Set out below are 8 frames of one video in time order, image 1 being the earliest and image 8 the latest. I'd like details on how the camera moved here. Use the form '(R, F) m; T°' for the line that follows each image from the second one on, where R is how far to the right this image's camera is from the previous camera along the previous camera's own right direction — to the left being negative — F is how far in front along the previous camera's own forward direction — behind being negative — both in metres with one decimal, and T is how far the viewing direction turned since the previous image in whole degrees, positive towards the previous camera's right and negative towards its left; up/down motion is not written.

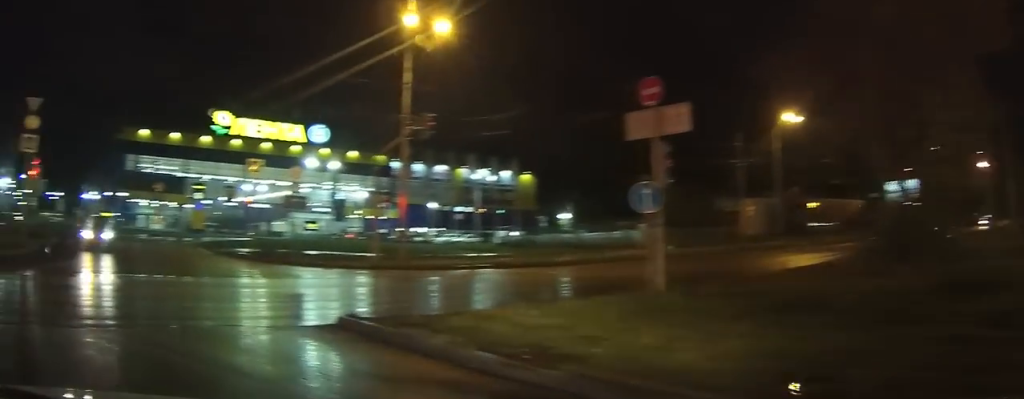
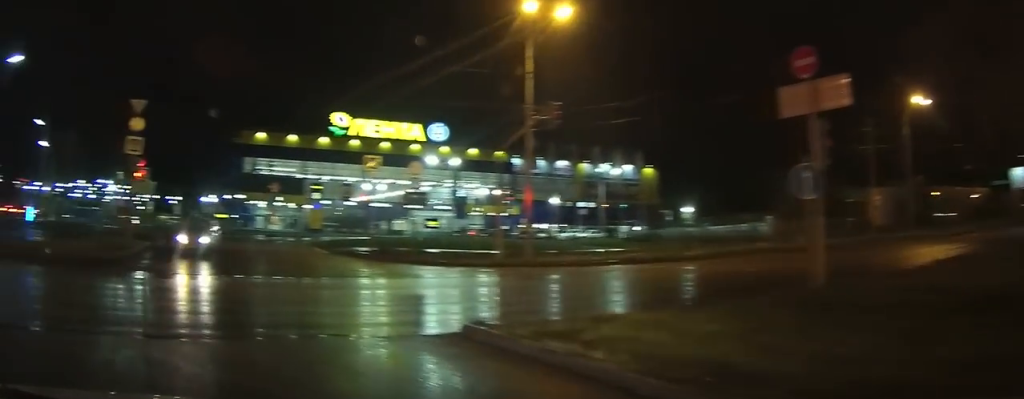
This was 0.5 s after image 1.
(0.0, +1.6) m; -5°
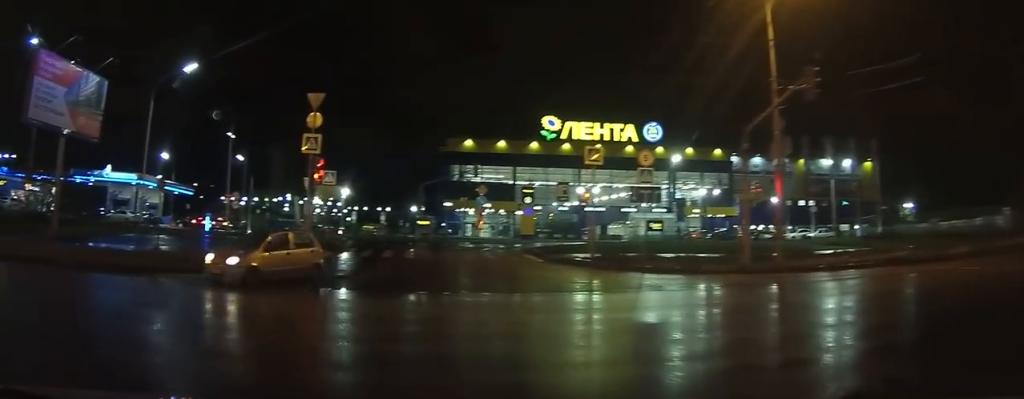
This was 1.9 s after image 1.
(-0.6, +4.8) m; -16°
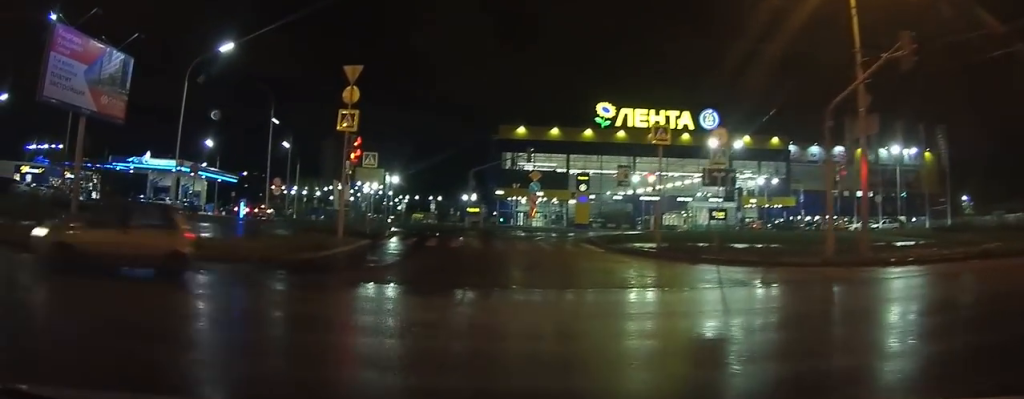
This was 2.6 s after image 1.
(-0.2, +3.0) m; -4°
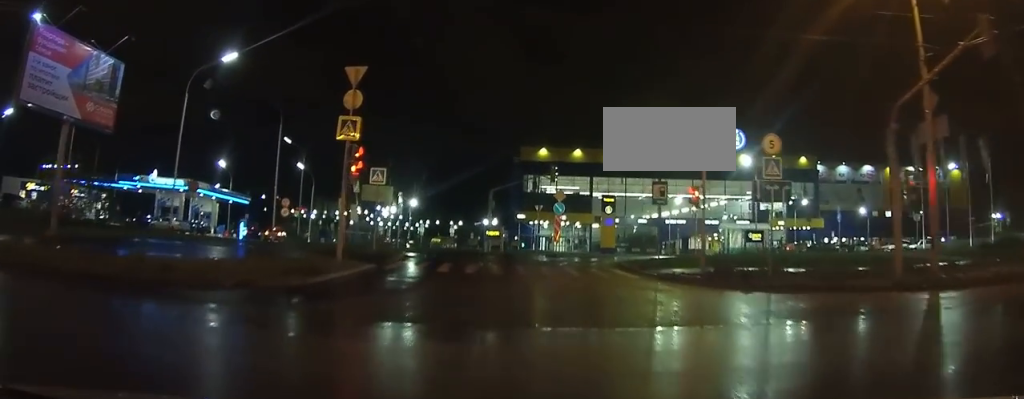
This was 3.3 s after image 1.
(-0.1, +3.1) m; -1°
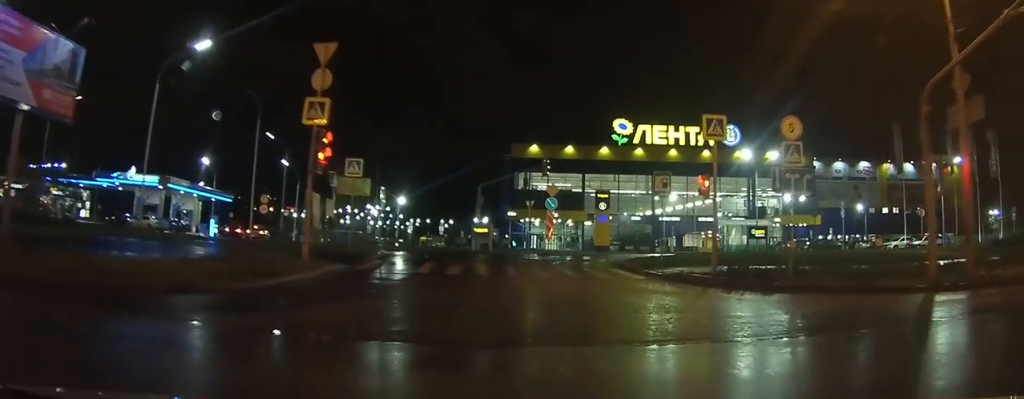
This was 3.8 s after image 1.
(0.0, +2.2) m; 0°
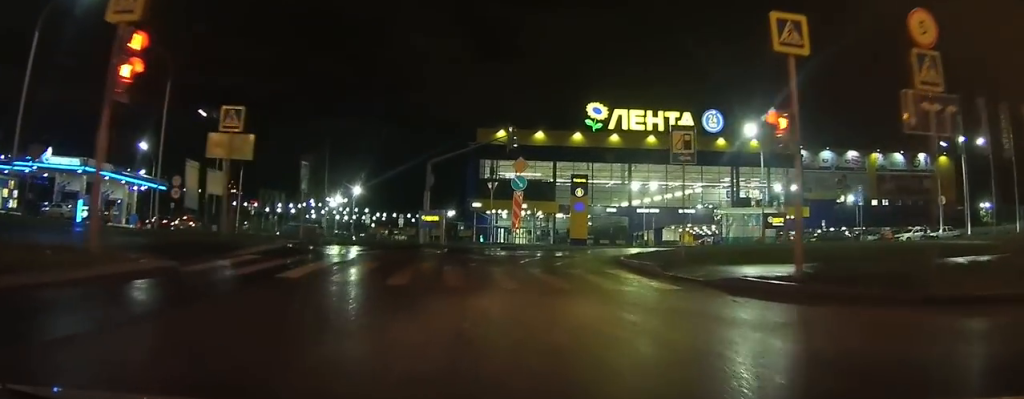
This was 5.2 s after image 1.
(0.0, +7.5) m; 0°
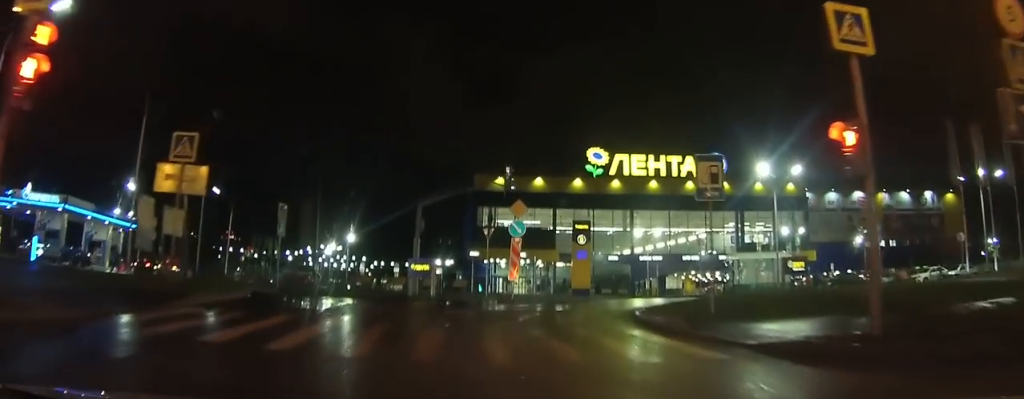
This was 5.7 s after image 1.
(0.0, +2.5) m; 0°
